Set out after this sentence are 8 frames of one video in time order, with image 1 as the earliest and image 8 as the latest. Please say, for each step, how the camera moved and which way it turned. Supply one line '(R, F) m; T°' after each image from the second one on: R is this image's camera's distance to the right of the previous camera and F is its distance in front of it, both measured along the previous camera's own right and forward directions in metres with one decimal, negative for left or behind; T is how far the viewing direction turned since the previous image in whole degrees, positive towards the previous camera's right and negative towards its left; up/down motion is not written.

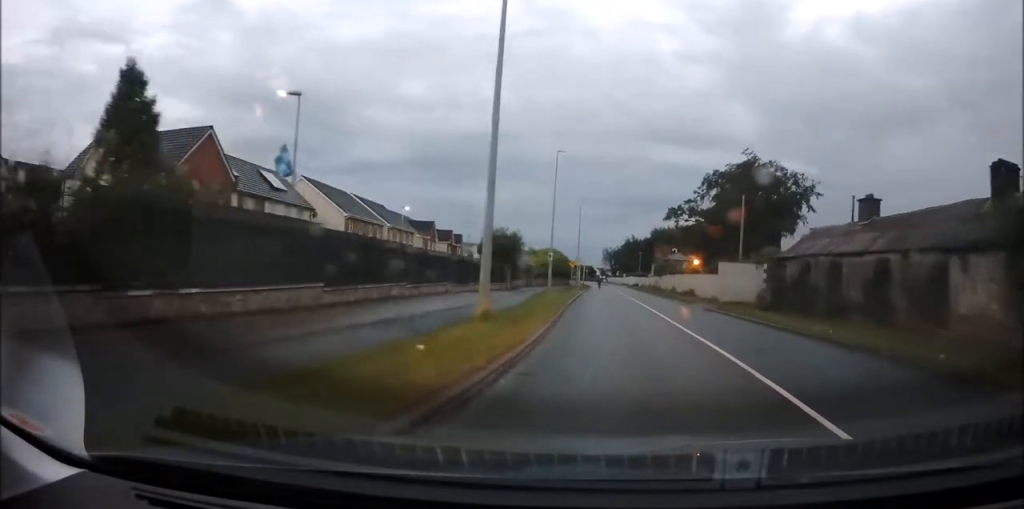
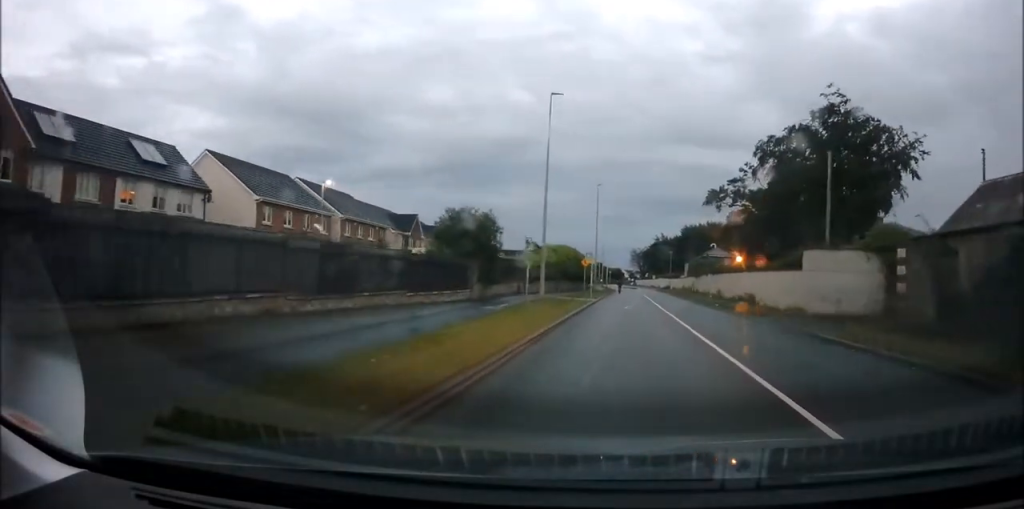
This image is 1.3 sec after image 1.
(+0.5, +16.5) m; 0°
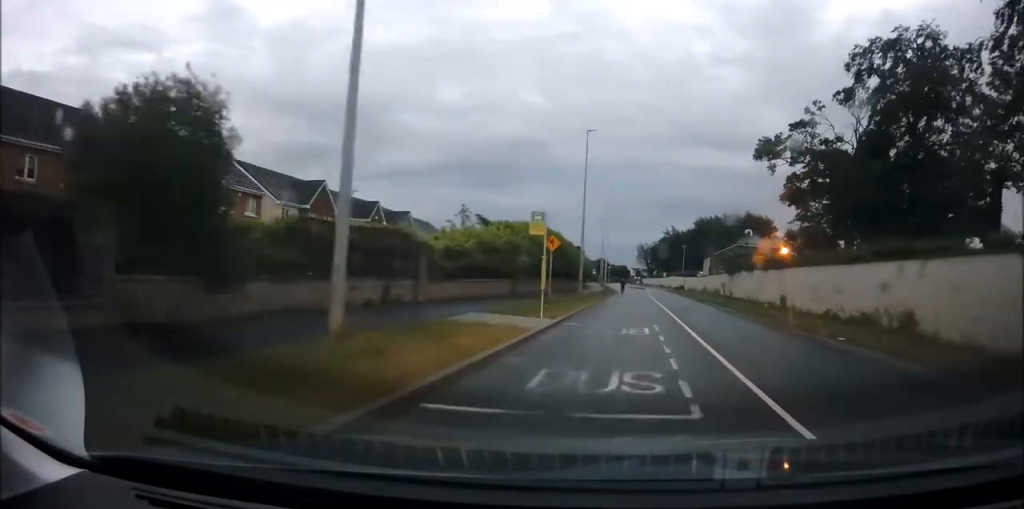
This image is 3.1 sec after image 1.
(-1.4, +22.4) m; -3°
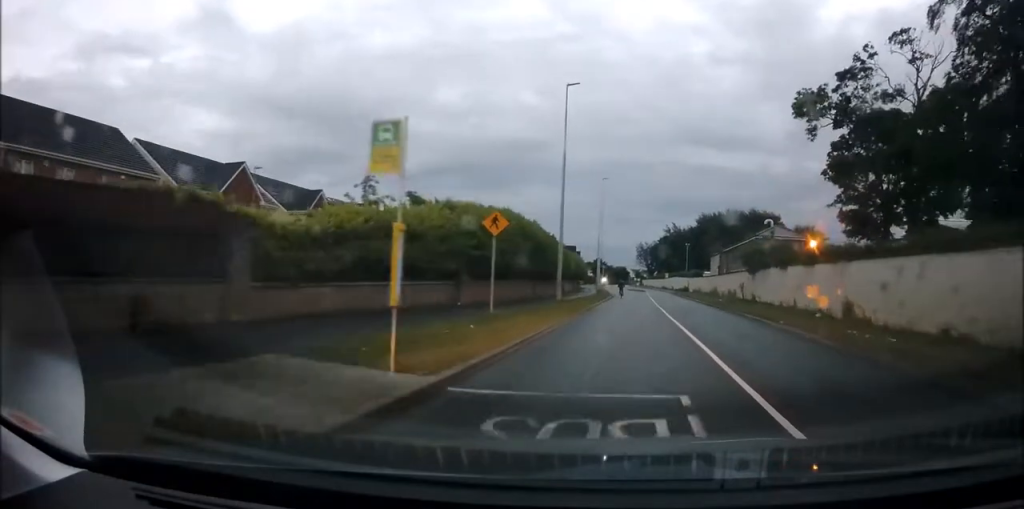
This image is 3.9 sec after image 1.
(+0.2, +10.5) m; 0°
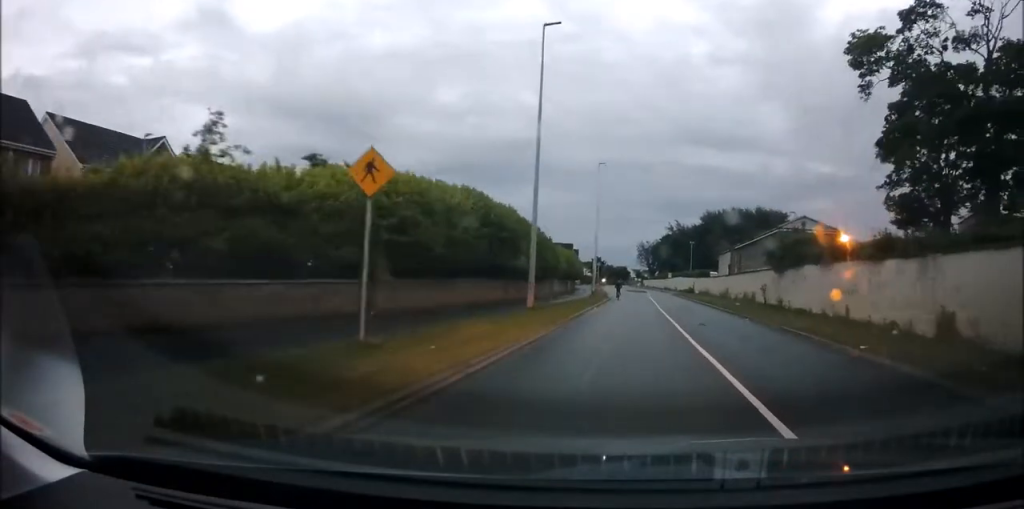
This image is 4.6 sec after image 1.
(0.0, +7.9) m; 0°
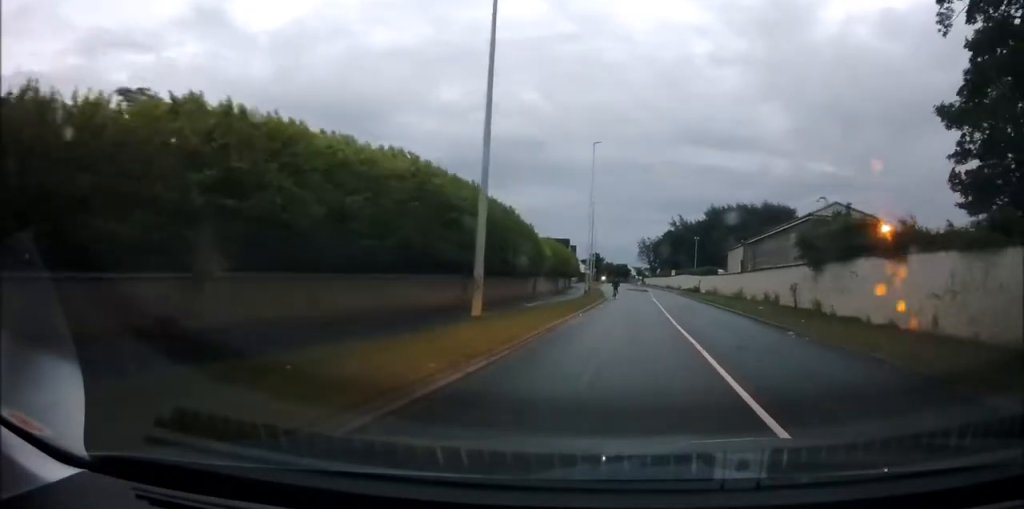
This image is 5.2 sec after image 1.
(-0.3, +7.4) m; +1°
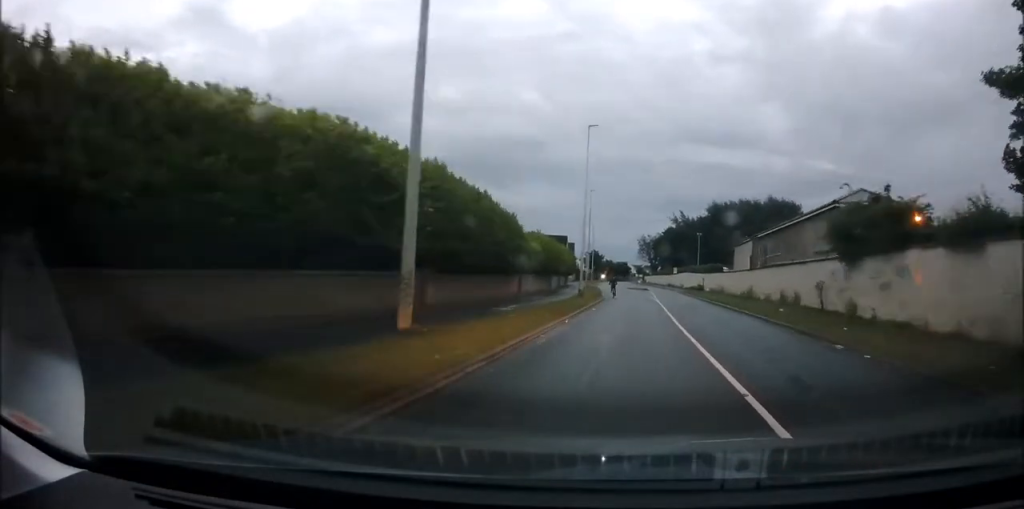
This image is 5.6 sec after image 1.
(+0.2, +4.6) m; 0°
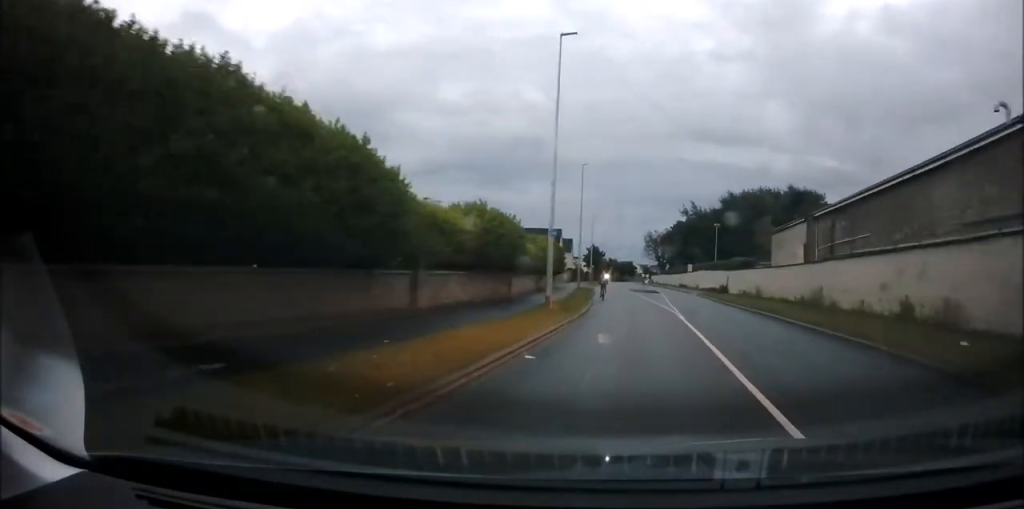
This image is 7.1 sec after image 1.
(-0.1, +16.3) m; -2°
